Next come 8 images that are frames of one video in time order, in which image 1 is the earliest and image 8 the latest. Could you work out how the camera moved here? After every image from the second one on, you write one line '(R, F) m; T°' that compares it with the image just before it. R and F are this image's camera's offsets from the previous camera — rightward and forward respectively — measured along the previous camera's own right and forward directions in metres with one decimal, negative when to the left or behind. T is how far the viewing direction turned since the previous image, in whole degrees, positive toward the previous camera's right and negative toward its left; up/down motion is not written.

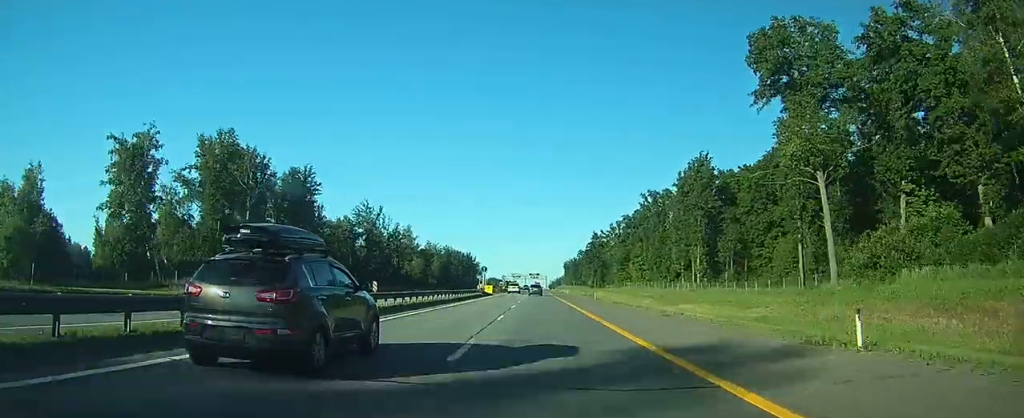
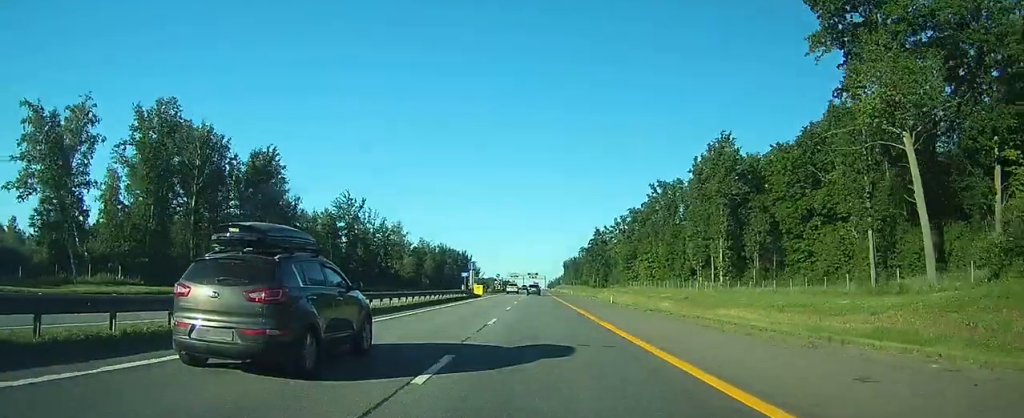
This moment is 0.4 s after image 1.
(0.0, +14.4) m; 0°
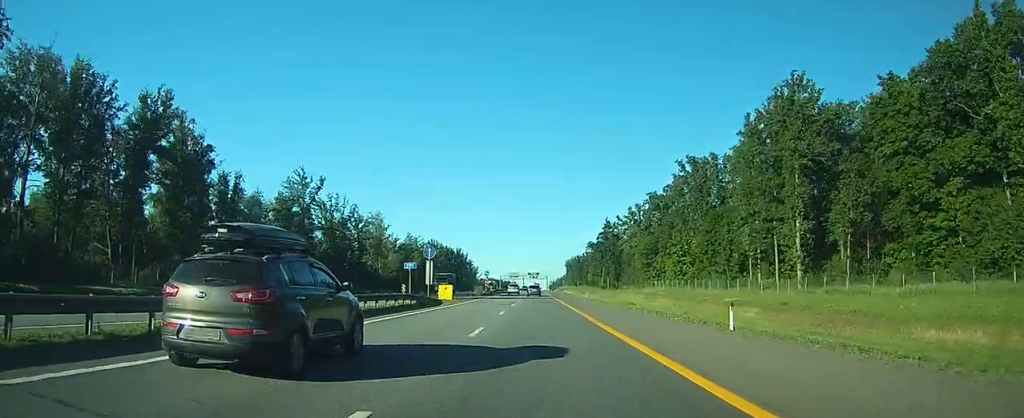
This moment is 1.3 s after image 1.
(0.0, +28.6) m; 0°
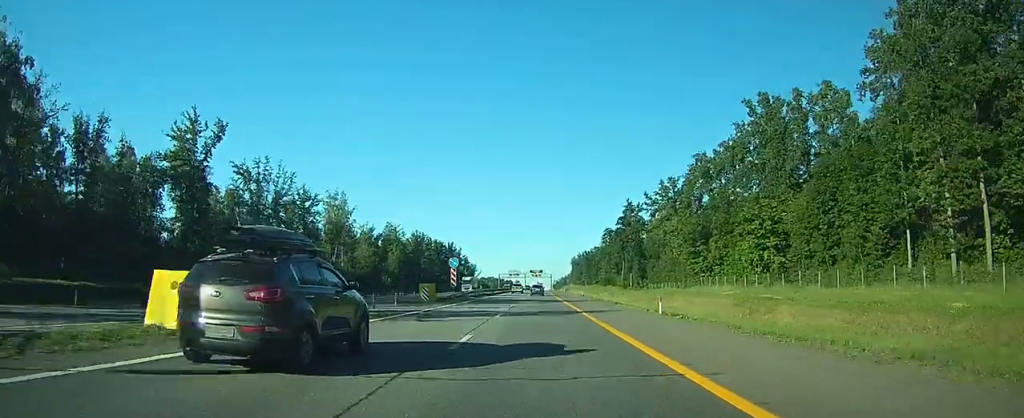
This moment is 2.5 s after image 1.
(0.0, +39.4) m; 0°
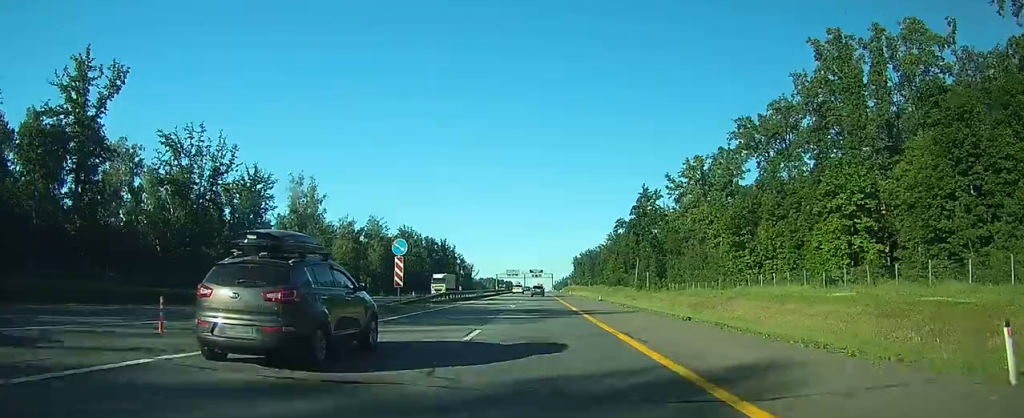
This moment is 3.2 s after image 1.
(0.0, +21.8) m; 0°
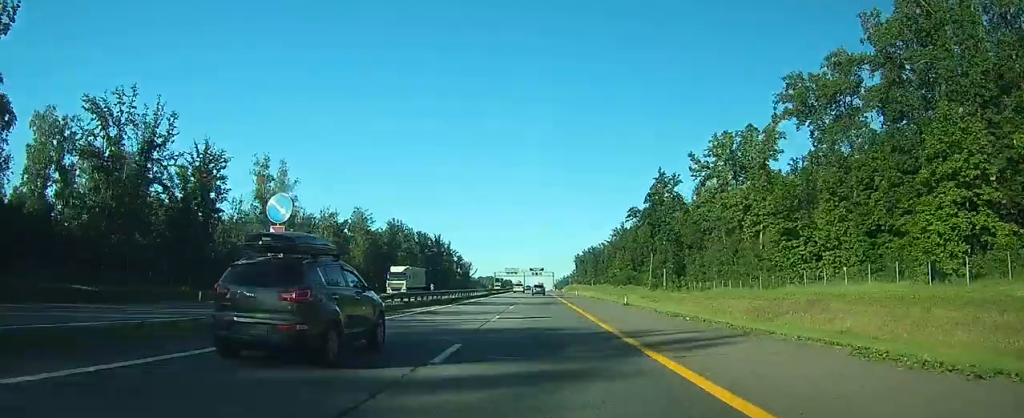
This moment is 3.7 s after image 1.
(0.0, +16.3) m; 0°
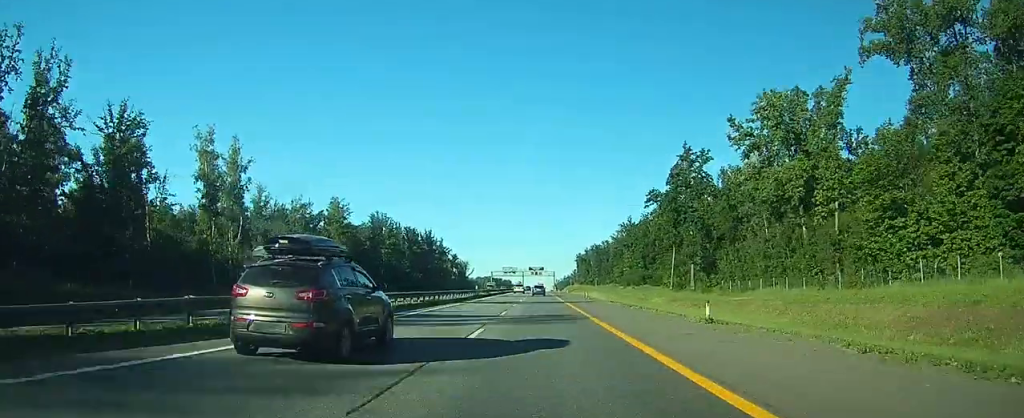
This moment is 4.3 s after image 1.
(0.0, +19.5) m; 0°
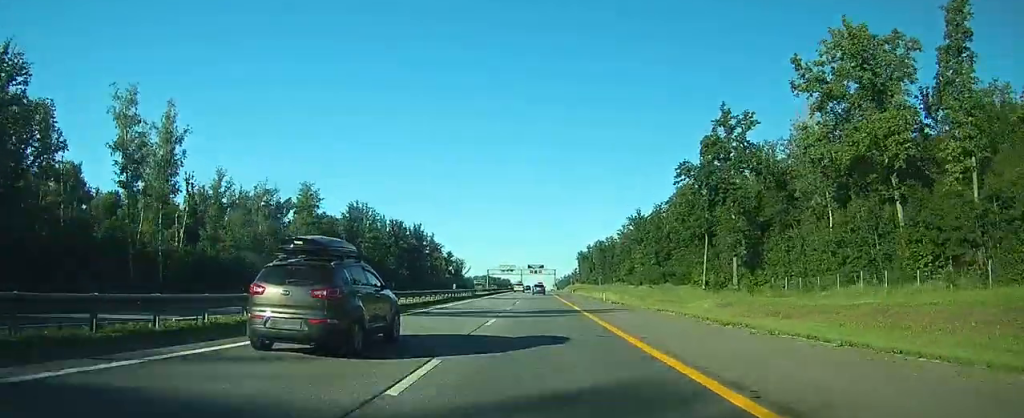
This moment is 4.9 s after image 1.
(0.0, +19.5) m; 0°
